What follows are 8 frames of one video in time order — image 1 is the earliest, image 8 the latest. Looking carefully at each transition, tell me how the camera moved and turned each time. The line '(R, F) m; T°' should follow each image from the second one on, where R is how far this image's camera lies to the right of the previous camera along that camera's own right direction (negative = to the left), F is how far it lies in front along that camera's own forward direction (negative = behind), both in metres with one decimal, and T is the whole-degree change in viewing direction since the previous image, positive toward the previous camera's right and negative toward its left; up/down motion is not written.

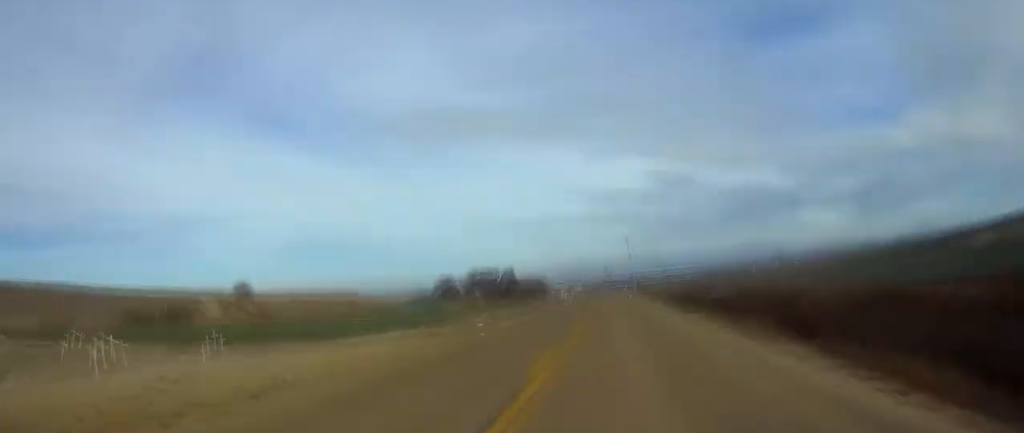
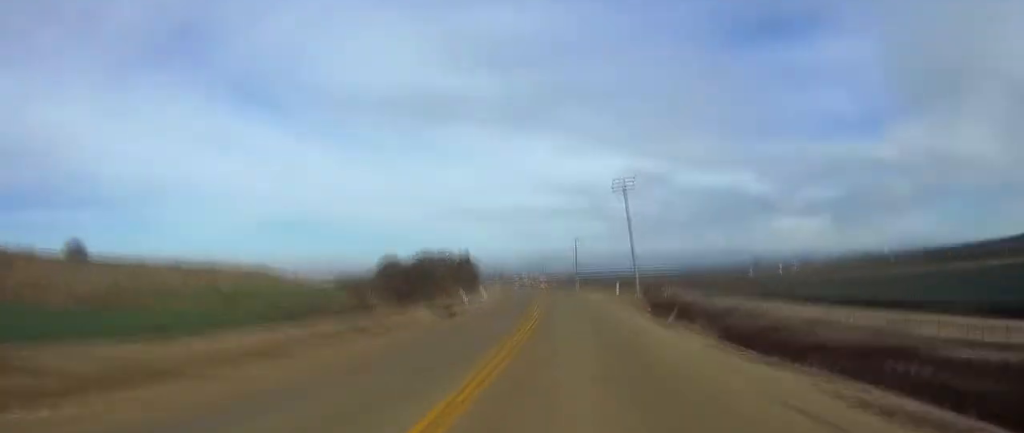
(-1.3, +83.2) m; -3°
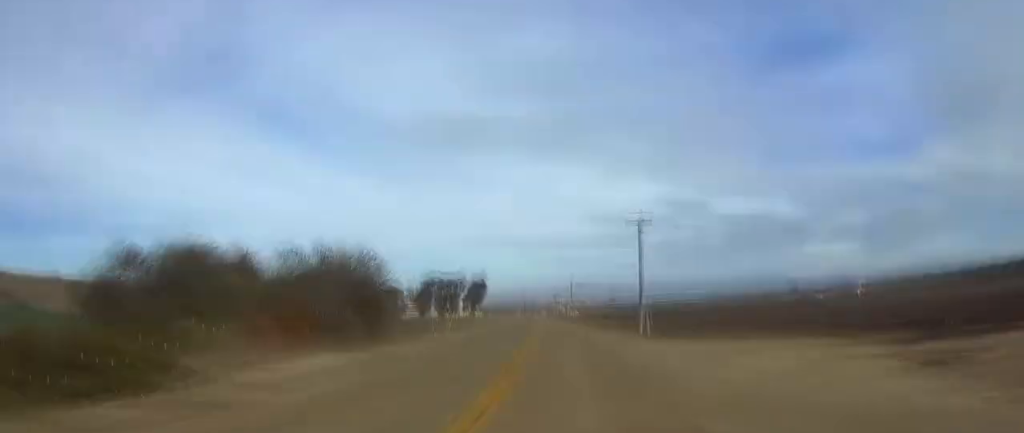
(-2.6, +85.5) m; -3°
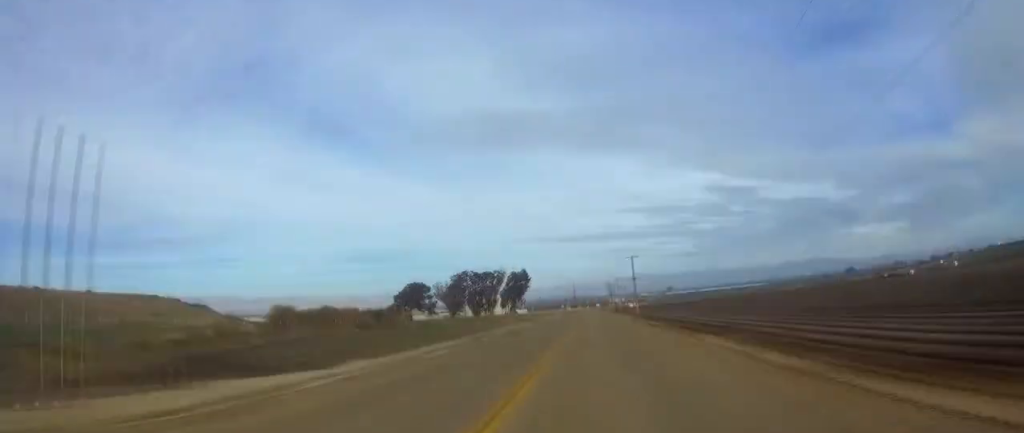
(-0.9, +61.7) m; -1°
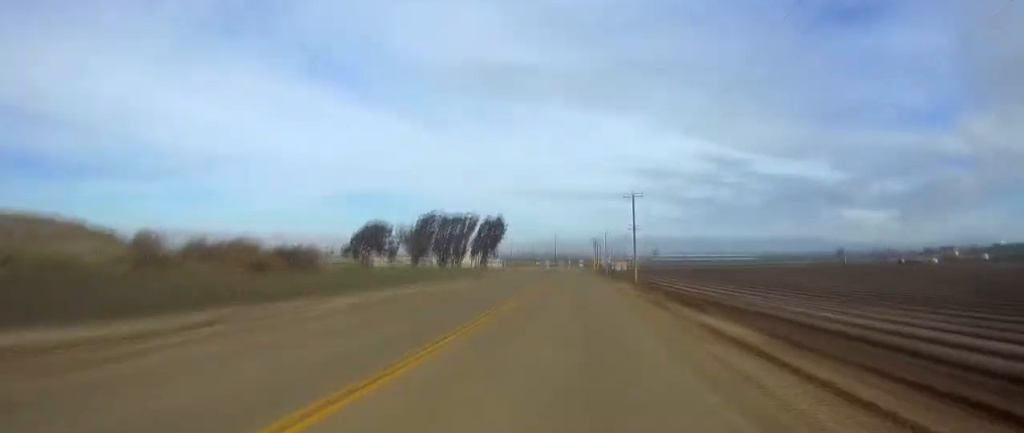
(-0.2, +41.1) m; 0°
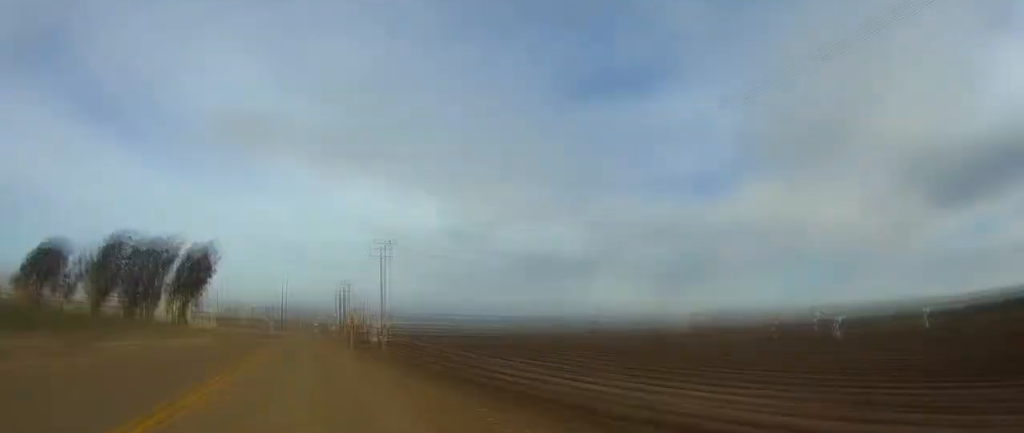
(0.0, +92.3) m; +1°
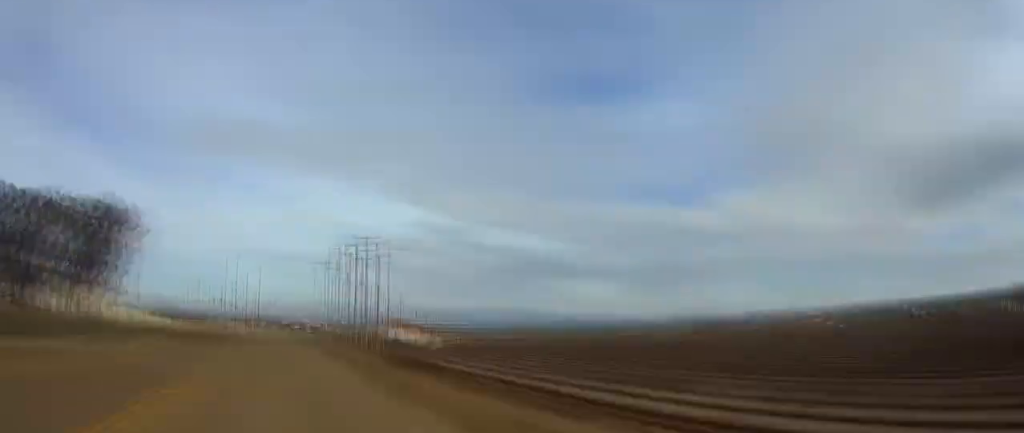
(+1.0, +77.6) m; 0°
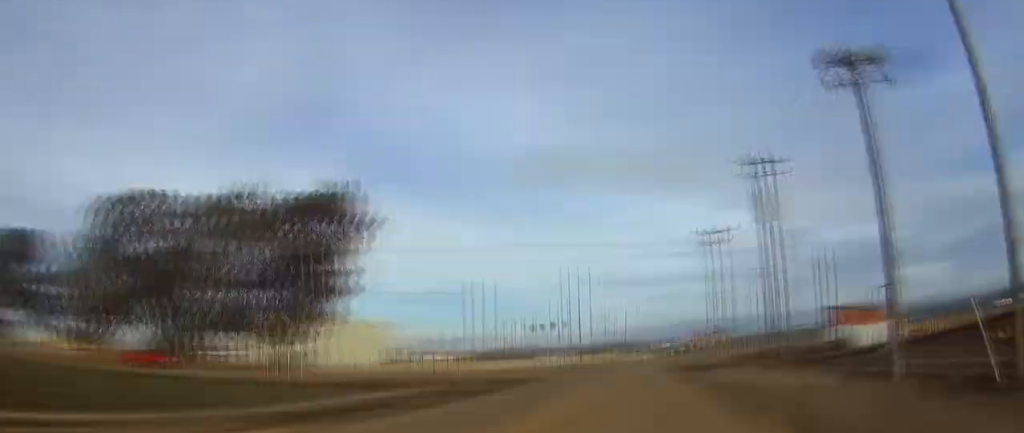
(-0.6, +40.0) m; -1°
